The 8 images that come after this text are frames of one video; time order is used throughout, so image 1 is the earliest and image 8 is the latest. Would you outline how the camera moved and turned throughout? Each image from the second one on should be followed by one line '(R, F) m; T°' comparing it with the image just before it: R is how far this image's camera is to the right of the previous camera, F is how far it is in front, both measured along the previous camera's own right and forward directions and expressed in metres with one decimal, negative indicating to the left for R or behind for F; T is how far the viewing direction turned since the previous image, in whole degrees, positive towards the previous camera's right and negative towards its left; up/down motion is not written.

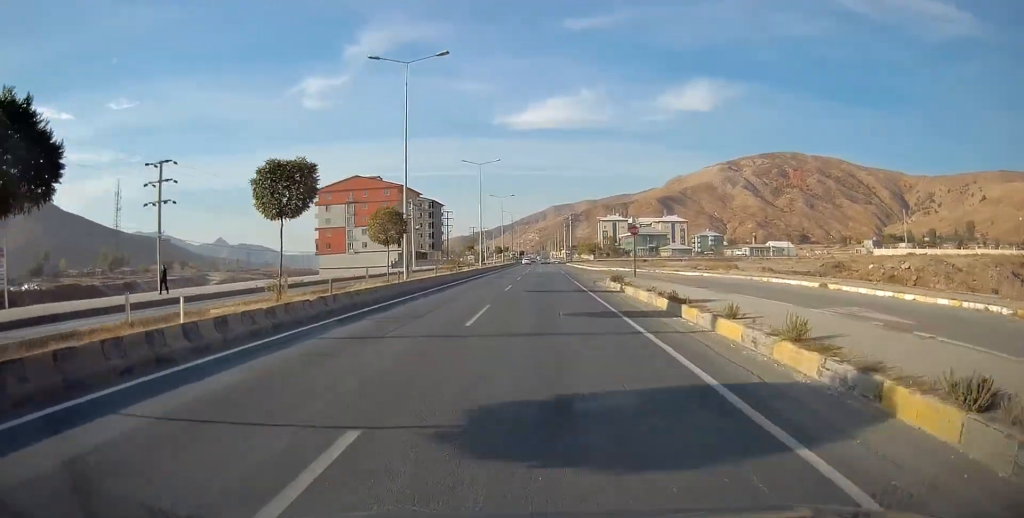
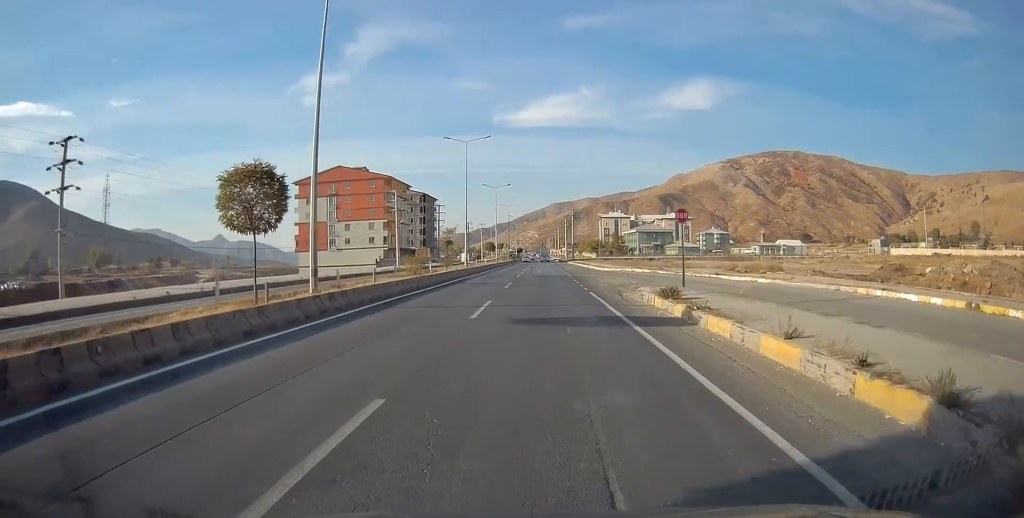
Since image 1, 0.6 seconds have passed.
(-0.2, +12.1) m; 0°
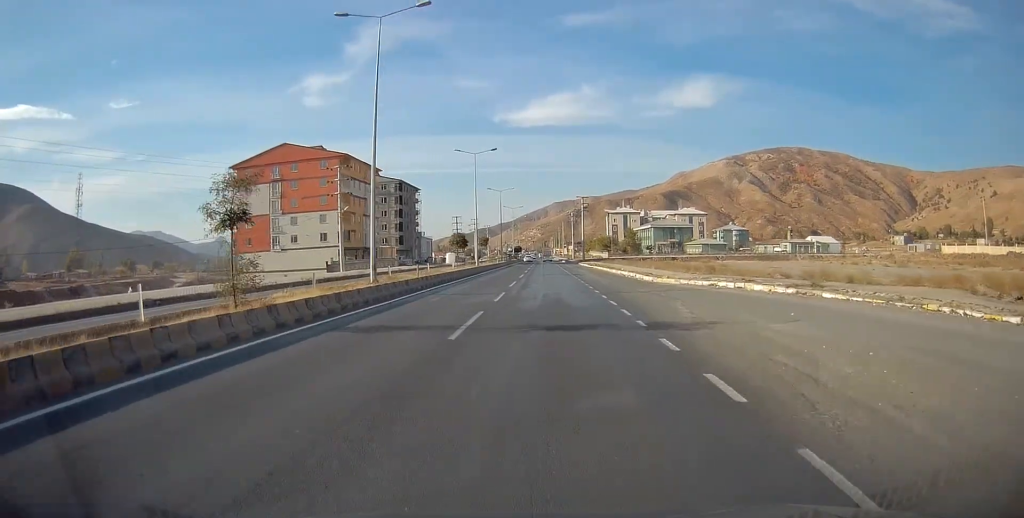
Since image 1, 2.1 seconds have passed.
(+0.4, +29.3) m; +1°
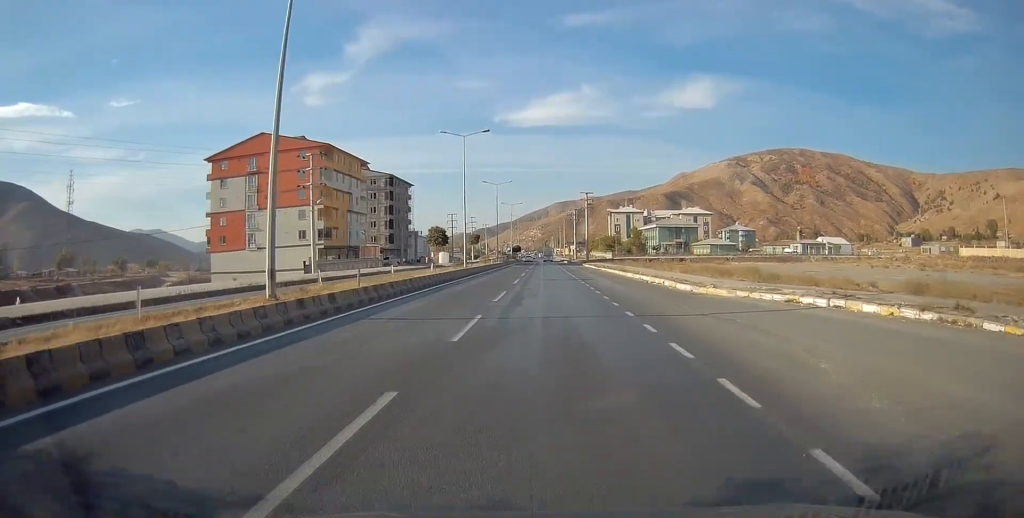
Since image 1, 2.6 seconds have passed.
(0.0, +9.1) m; 0°
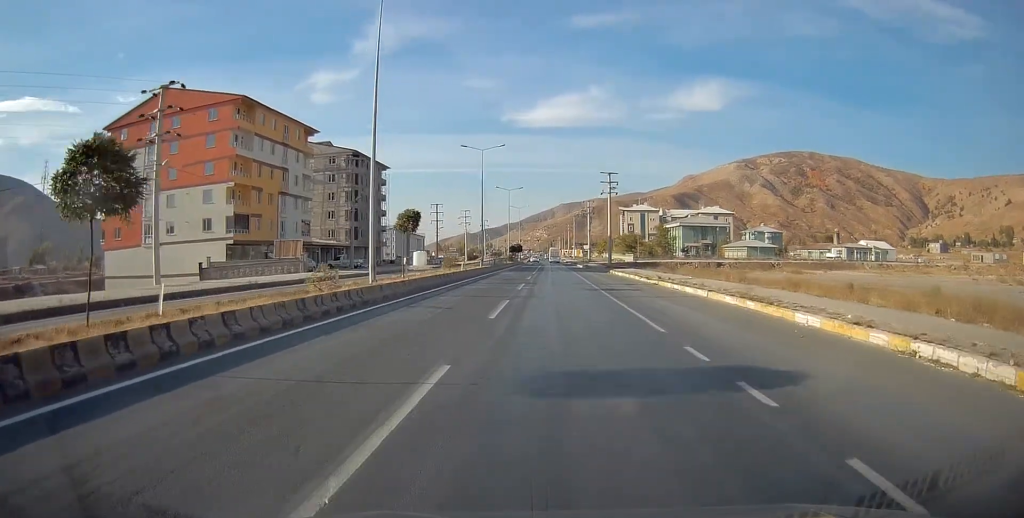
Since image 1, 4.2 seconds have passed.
(-0.2, +28.4) m; -1°
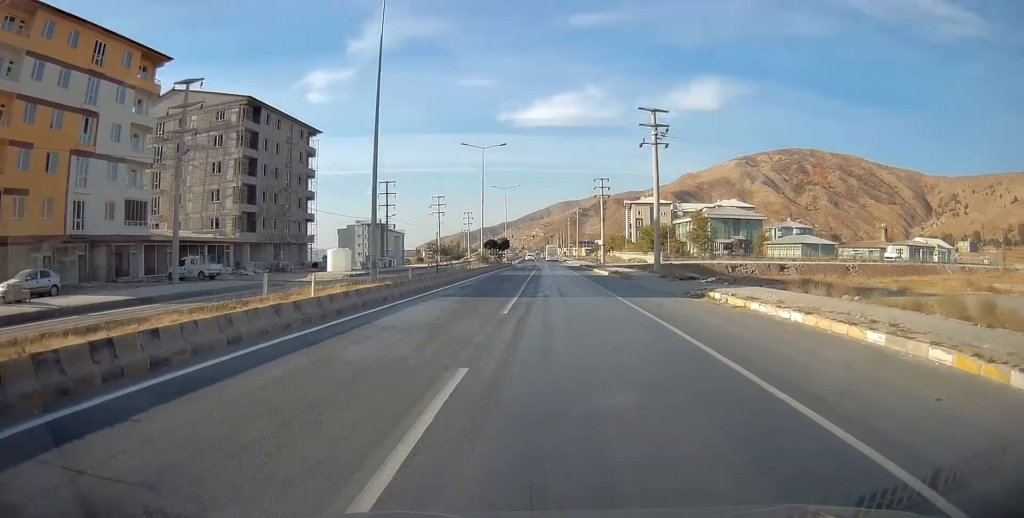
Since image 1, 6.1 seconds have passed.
(-0.1, +35.7) m; 0°
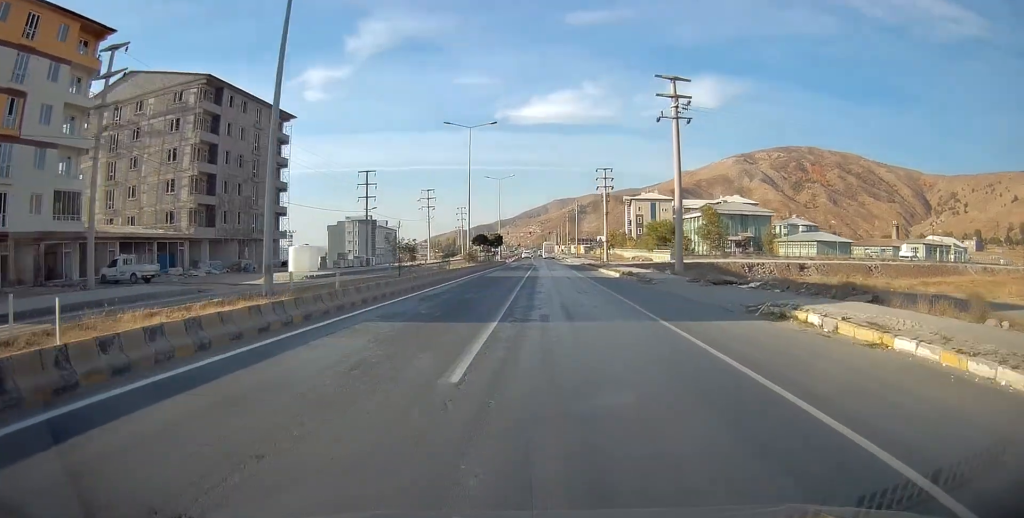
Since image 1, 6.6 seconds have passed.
(+0.1, +8.4) m; 0°
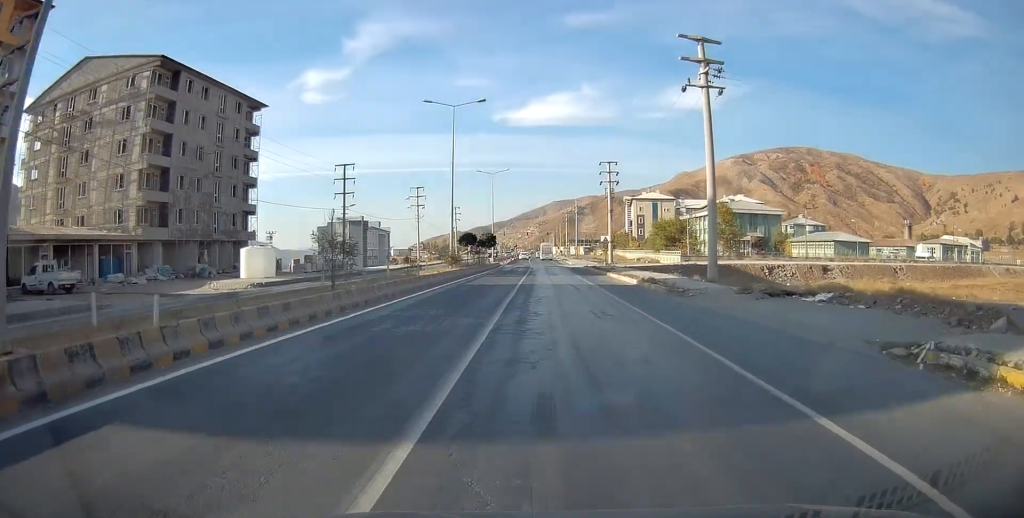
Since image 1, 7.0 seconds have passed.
(0.0, +8.1) m; 0°
